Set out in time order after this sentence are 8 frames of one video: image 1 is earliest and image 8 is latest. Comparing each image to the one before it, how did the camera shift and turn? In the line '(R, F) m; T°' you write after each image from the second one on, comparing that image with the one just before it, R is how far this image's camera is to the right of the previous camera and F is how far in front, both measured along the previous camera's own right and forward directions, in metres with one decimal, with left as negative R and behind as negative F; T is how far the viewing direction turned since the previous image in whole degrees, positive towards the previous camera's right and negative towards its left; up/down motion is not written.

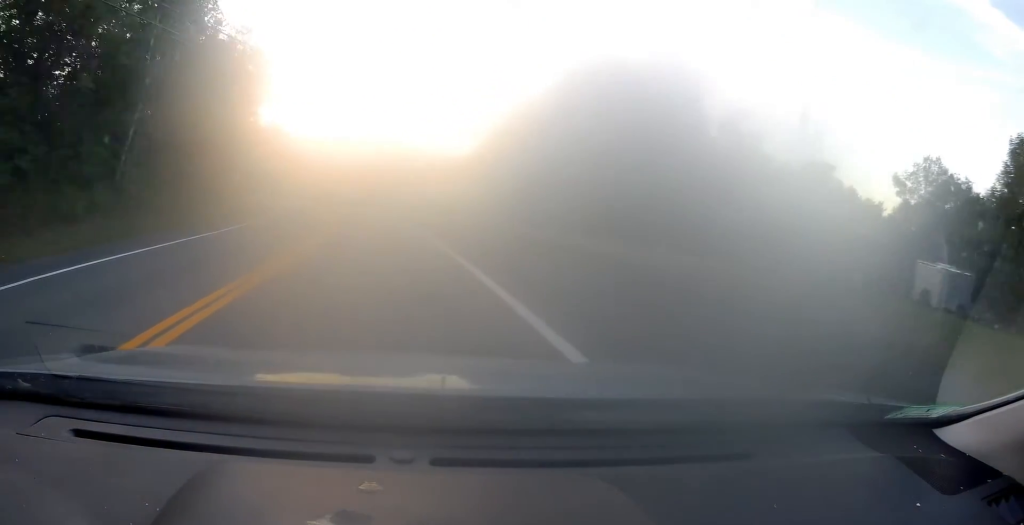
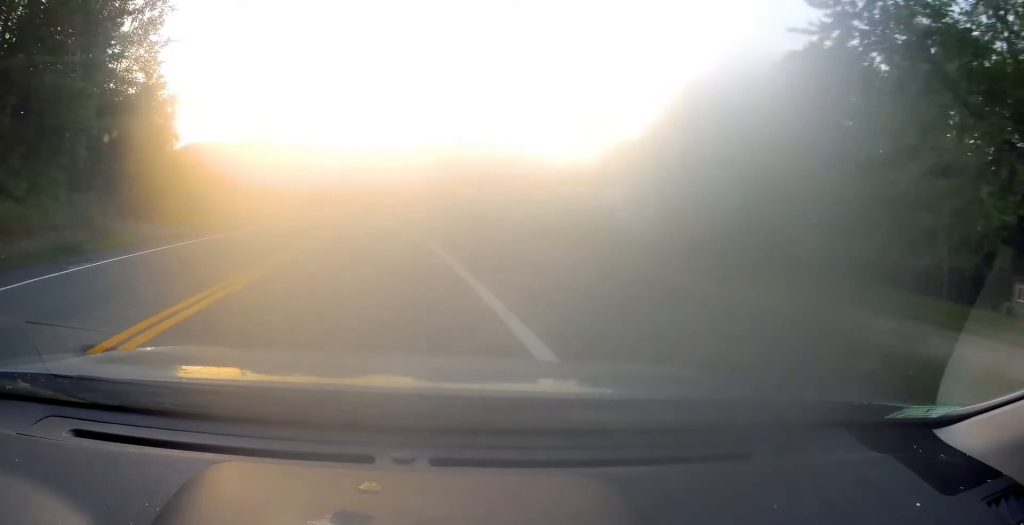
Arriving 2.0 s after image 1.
(-3.9, +43.8) m; -9°
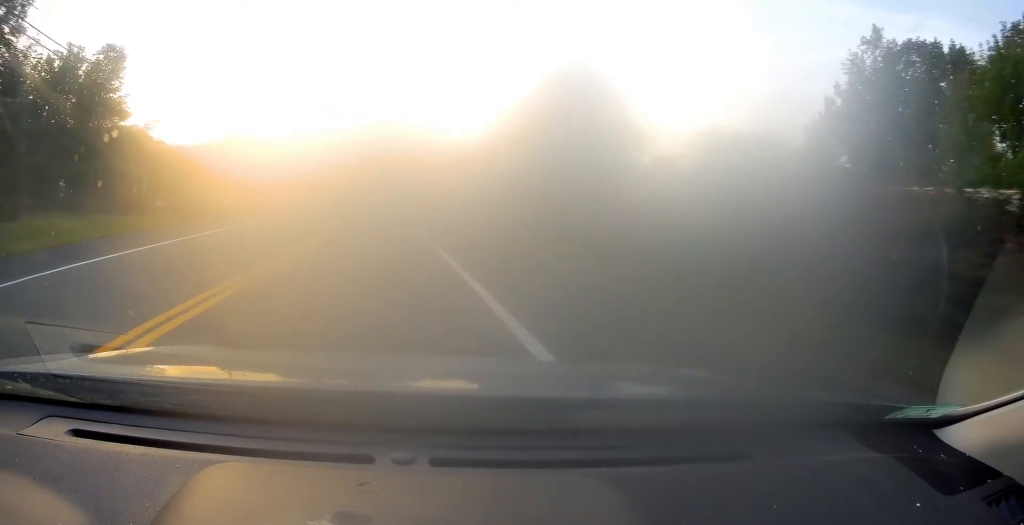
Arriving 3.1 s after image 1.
(-1.0, +26.3) m; -5°
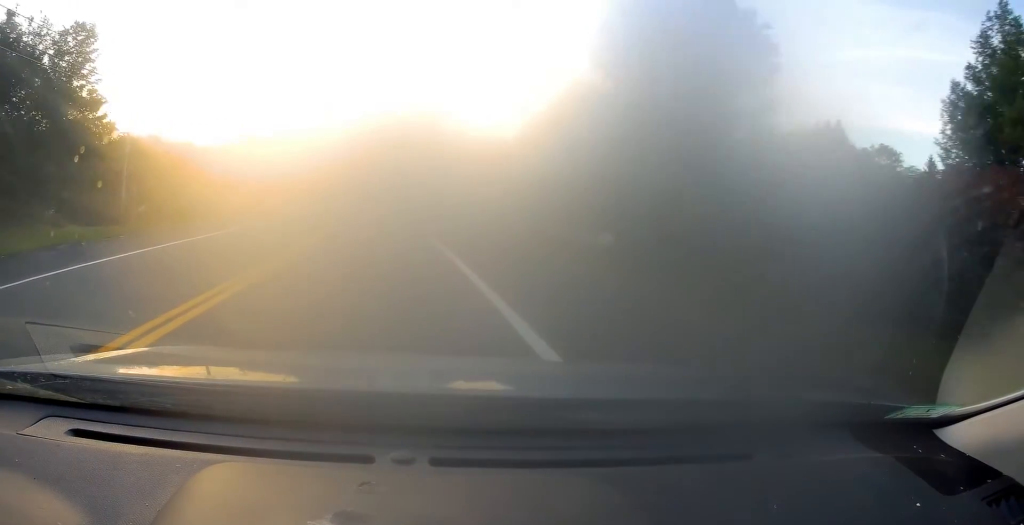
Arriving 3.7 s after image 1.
(-0.2, +12.0) m; -2°
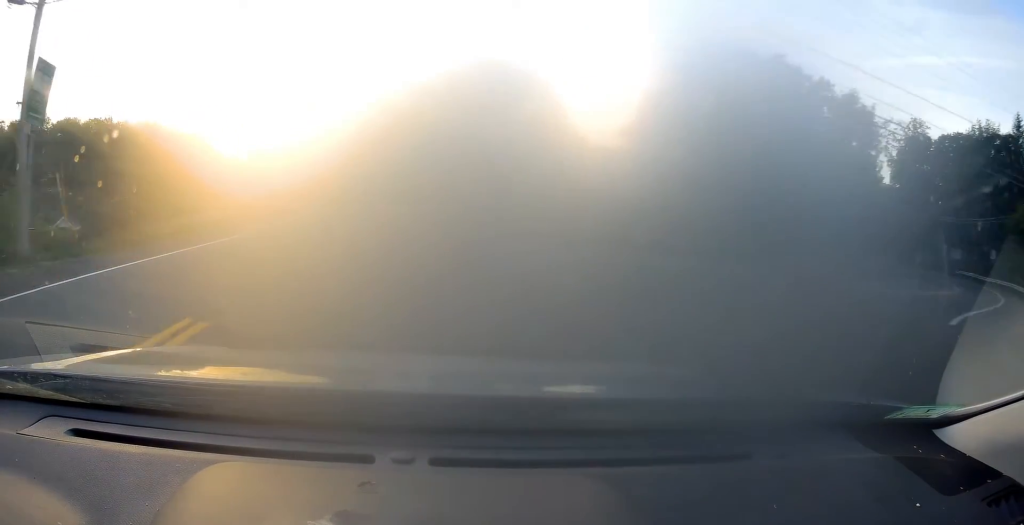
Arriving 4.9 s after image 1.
(-1.3, +28.8) m; -5°
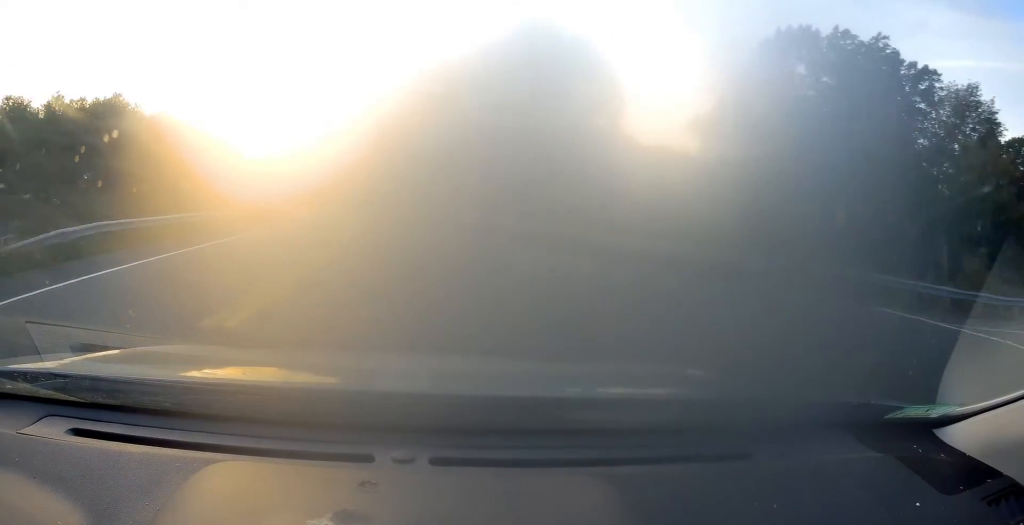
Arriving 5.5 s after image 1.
(-0.2, +12.9) m; -3°
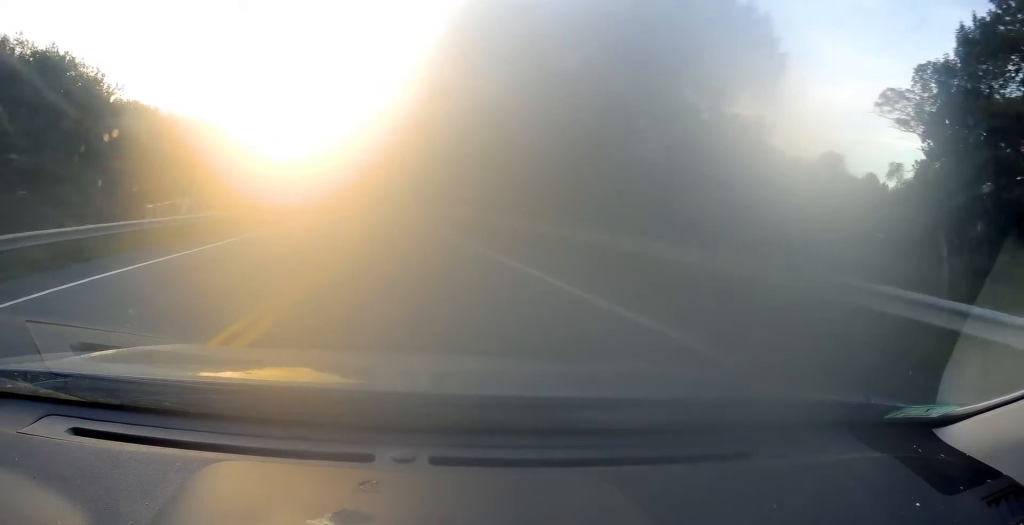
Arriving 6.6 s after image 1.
(-1.2, +26.0) m; -6°
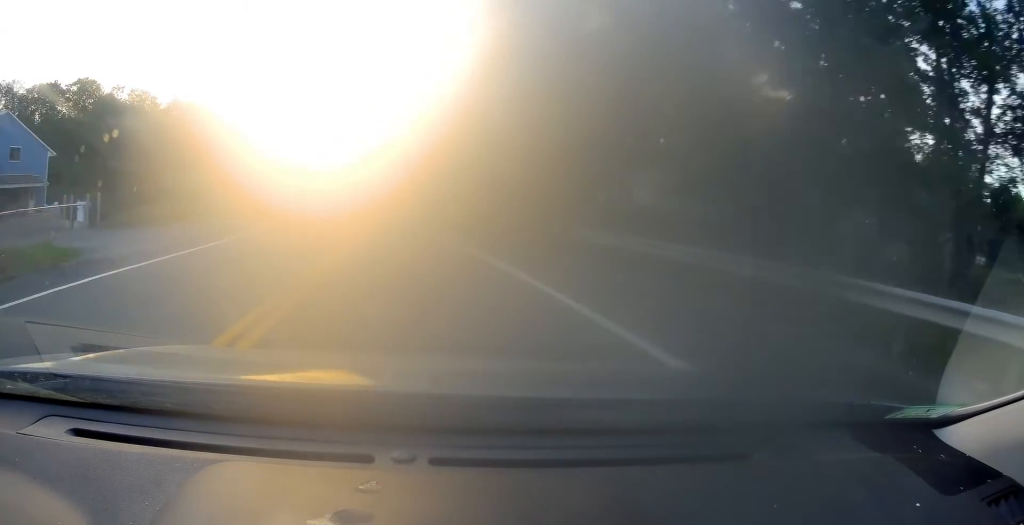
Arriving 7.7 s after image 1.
(-1.6, +25.6) m; -5°
